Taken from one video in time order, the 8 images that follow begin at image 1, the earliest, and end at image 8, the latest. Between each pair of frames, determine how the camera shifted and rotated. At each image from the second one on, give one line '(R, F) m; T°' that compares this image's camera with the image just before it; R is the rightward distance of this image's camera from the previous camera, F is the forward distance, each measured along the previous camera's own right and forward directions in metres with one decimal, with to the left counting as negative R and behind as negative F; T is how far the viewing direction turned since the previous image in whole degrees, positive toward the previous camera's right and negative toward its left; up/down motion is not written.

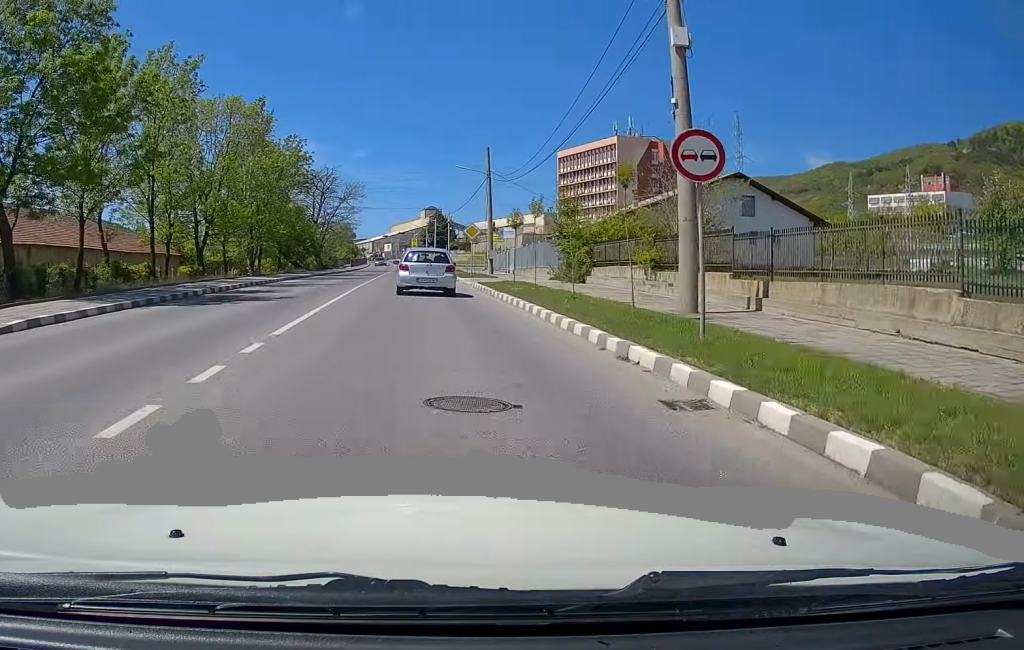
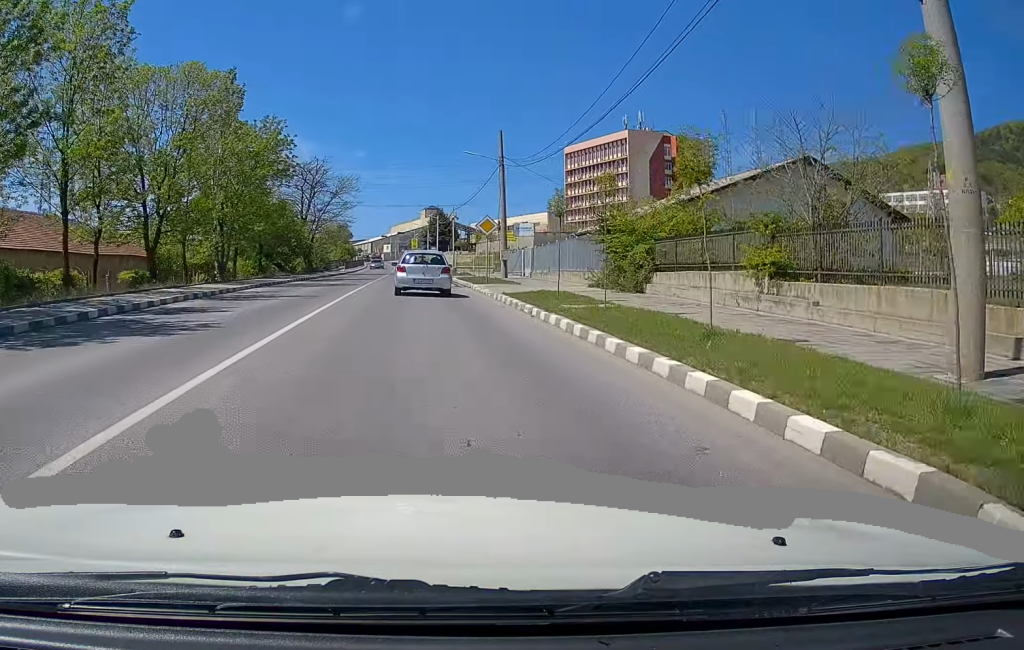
(0.0, +7.9) m; 0°
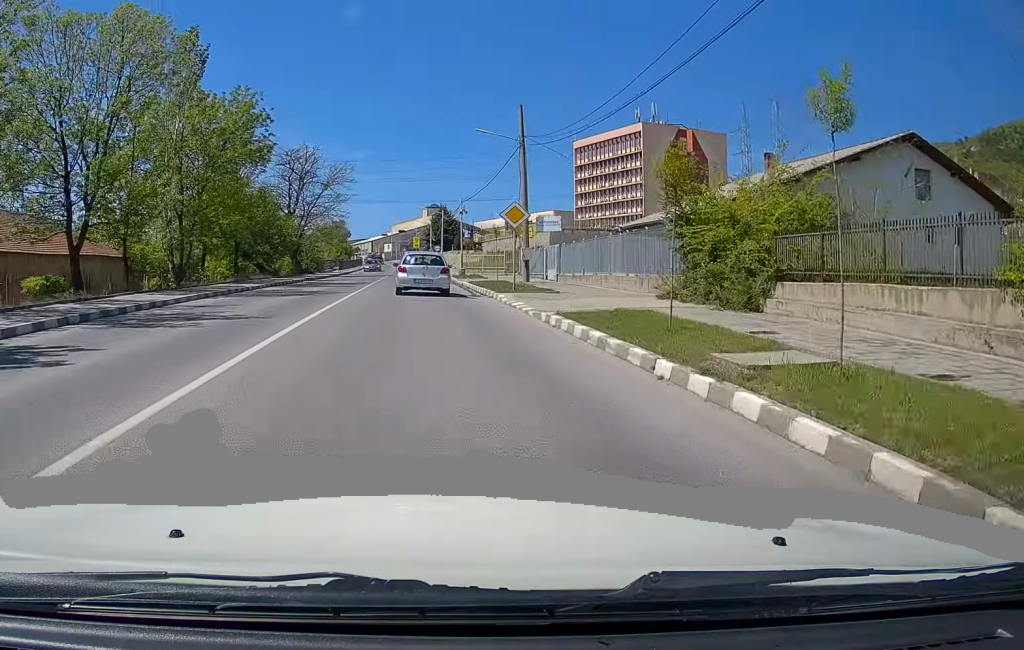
(0.0, +8.0) m; -1°
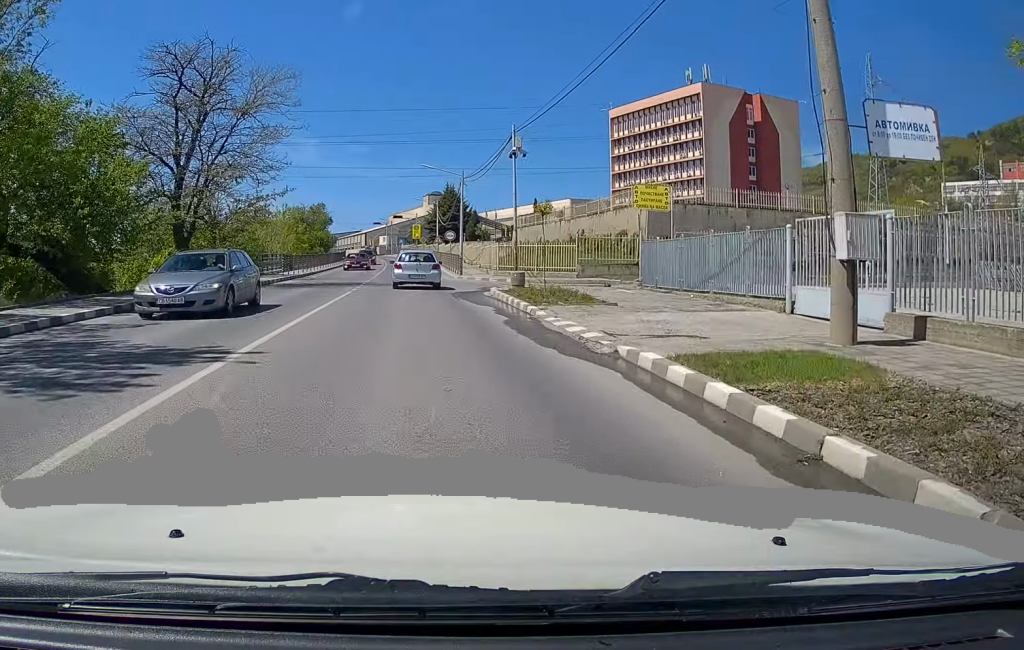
(-0.8, +29.3) m; -1°
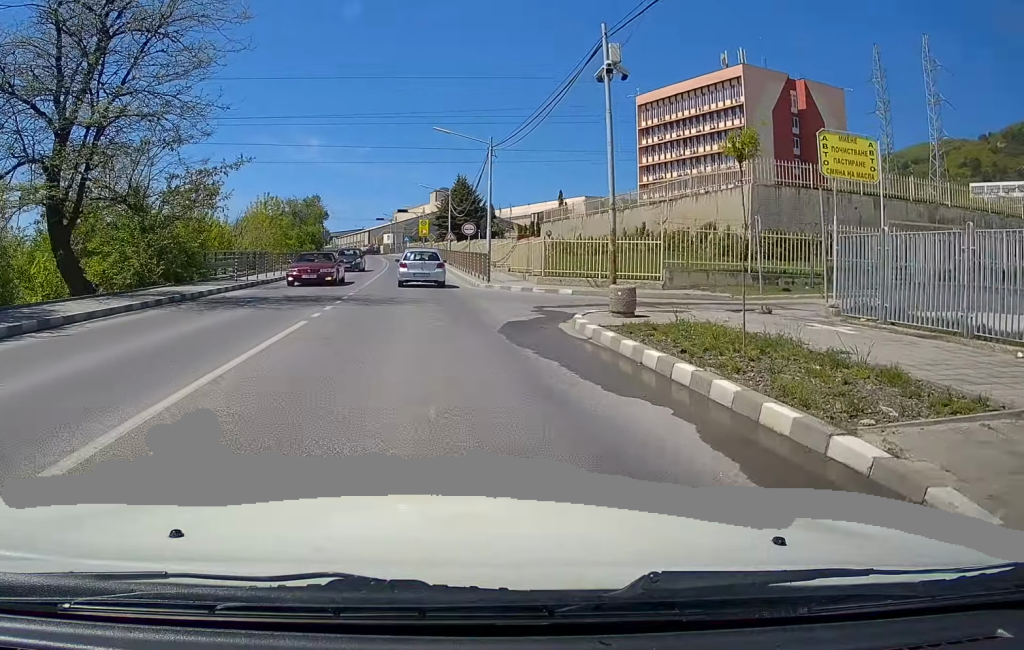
(+0.3, +11.8) m; 0°
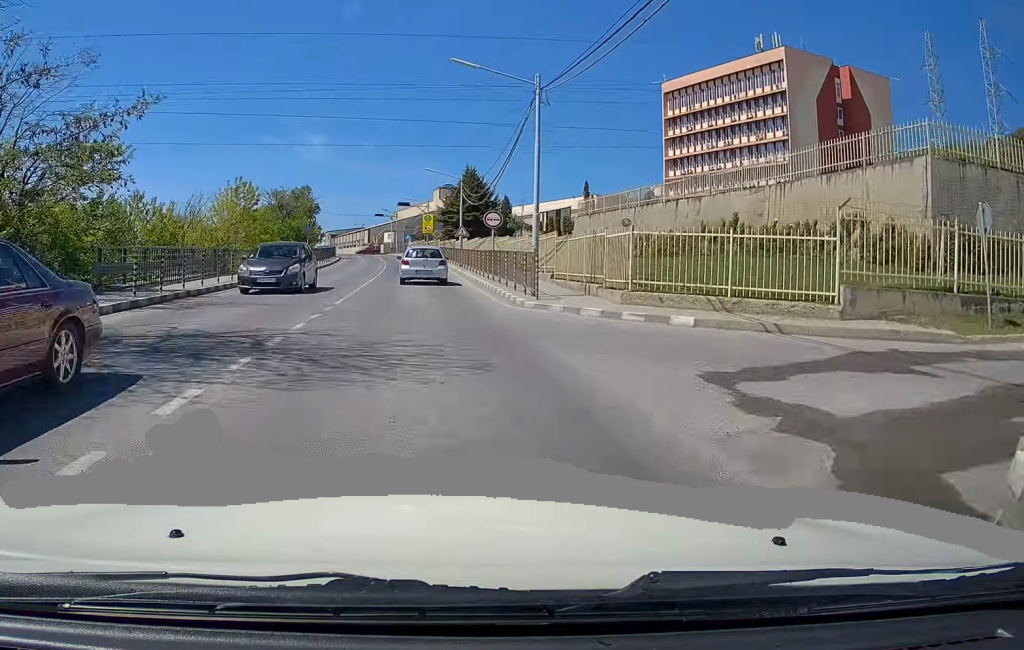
(-0.3, +10.6) m; +1°
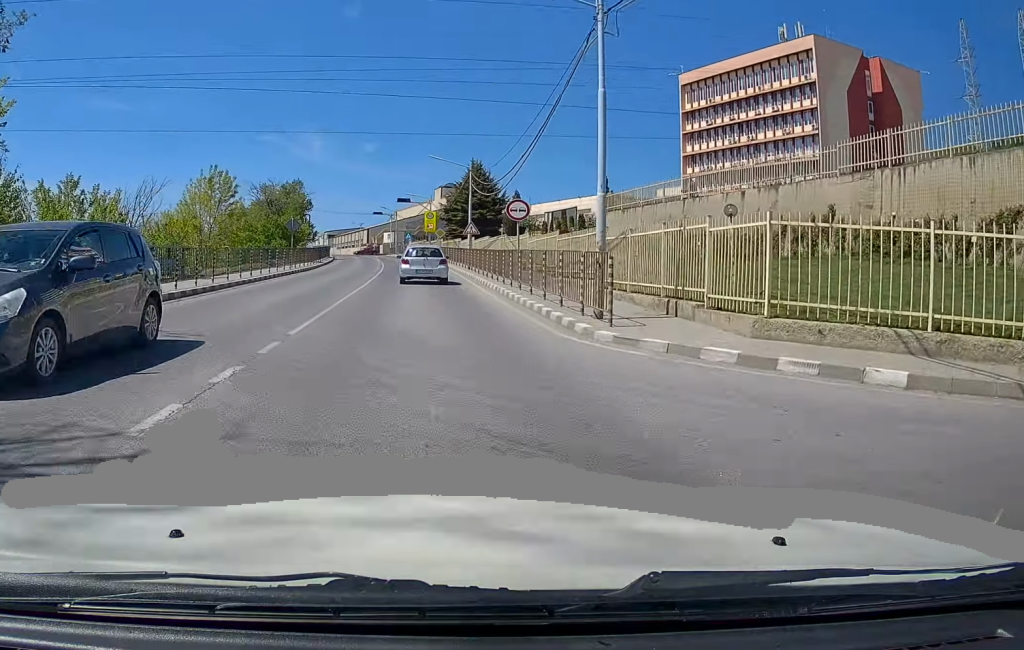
(+0.3, +6.6) m; 0°
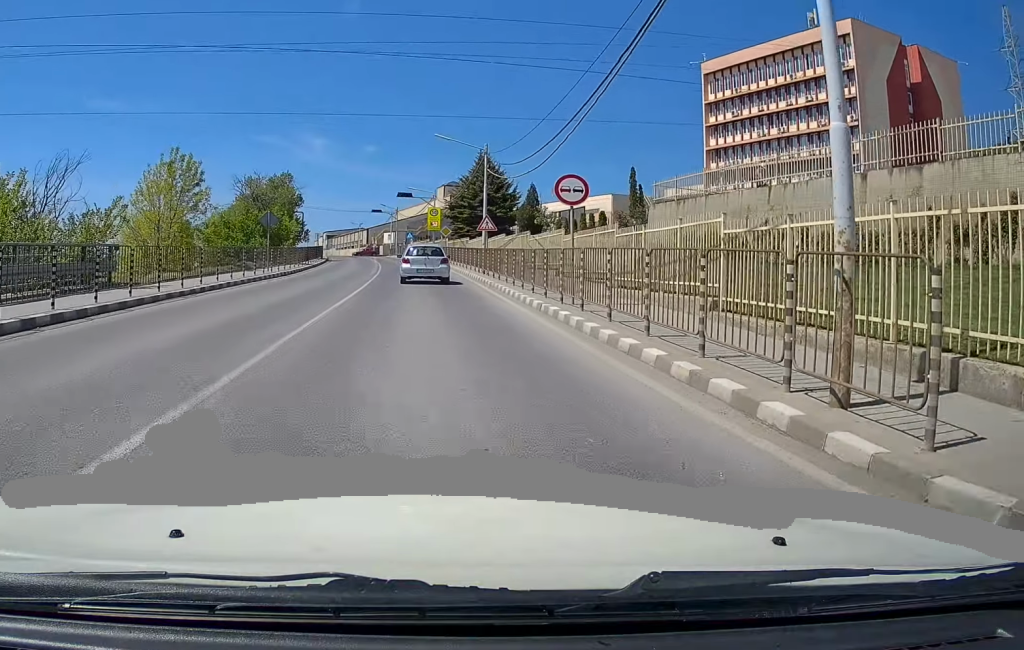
(+0.2, +7.5) m; 0°
